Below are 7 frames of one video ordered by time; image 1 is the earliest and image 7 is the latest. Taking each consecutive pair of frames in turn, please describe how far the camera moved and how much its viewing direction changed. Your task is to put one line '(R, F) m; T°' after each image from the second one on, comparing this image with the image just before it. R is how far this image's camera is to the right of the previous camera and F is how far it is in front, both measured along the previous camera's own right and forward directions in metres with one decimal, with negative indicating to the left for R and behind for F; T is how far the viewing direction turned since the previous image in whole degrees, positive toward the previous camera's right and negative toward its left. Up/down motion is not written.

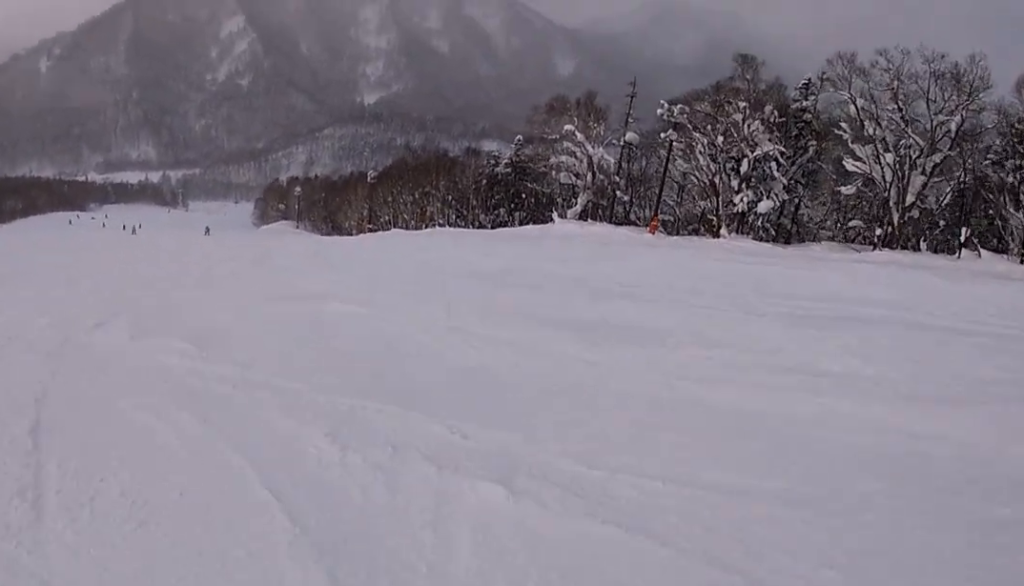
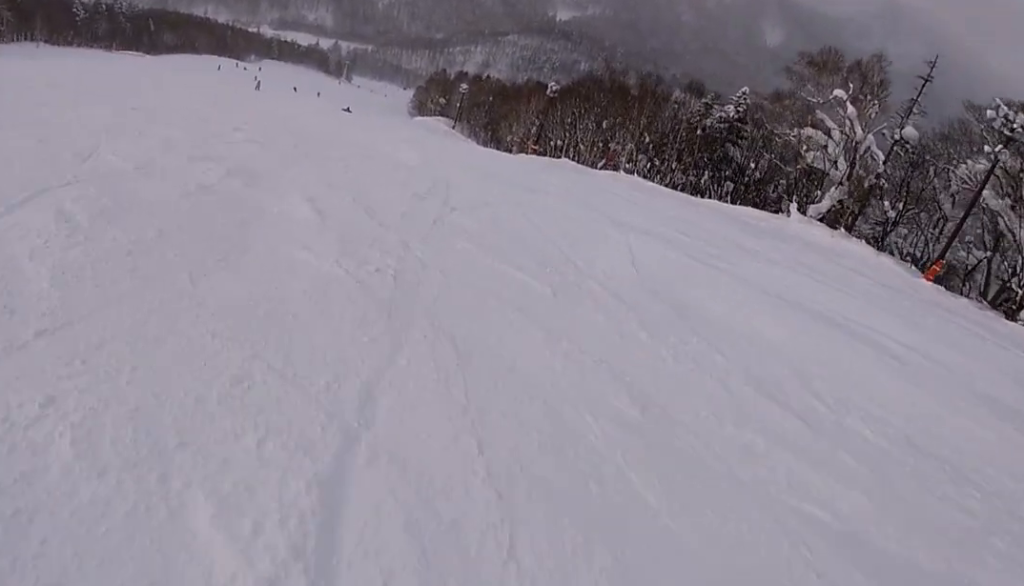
(-1.6, +14.1) m; -13°
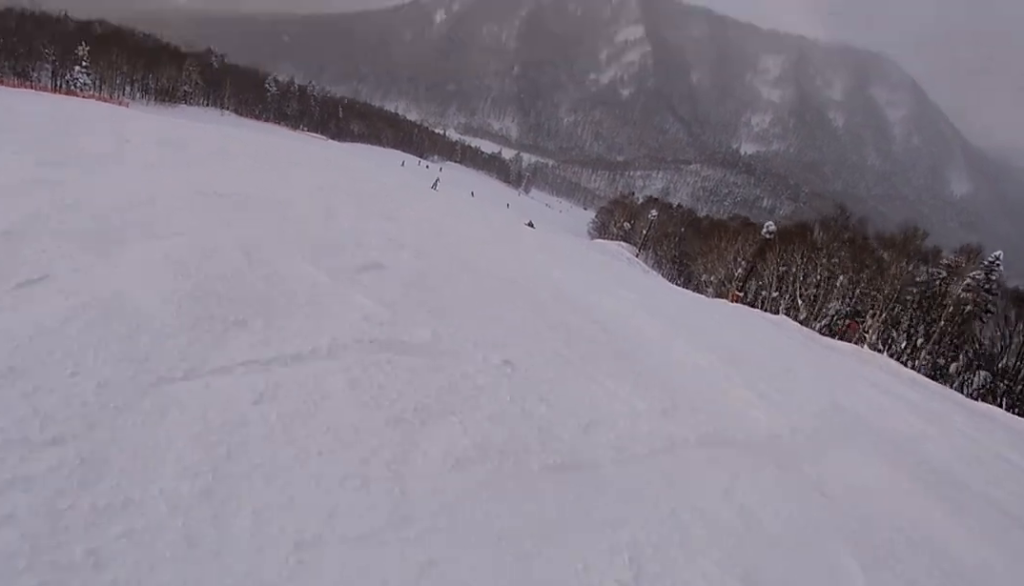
(-0.5, +10.1) m; -16°
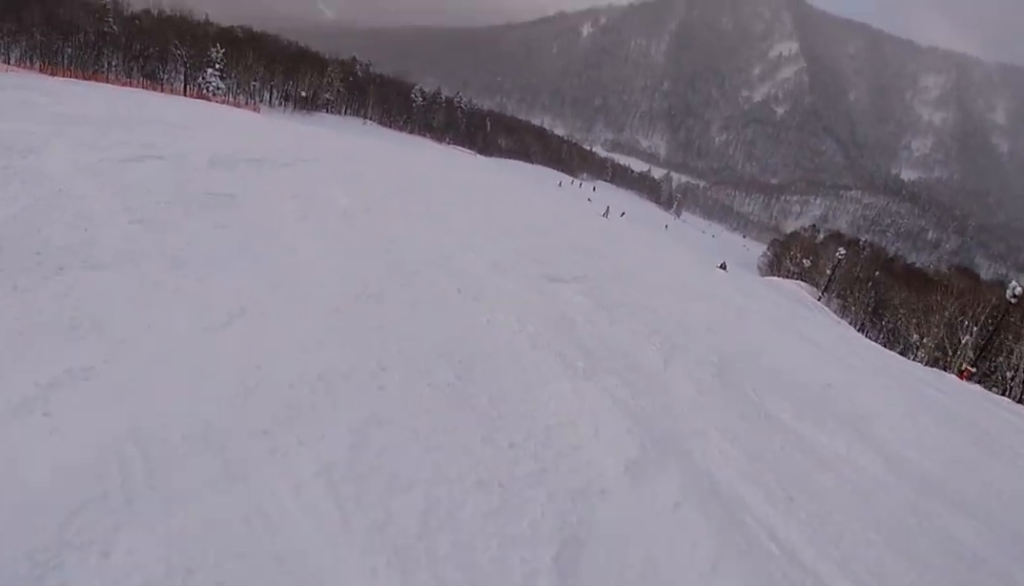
(-2.6, +11.1) m; -21°
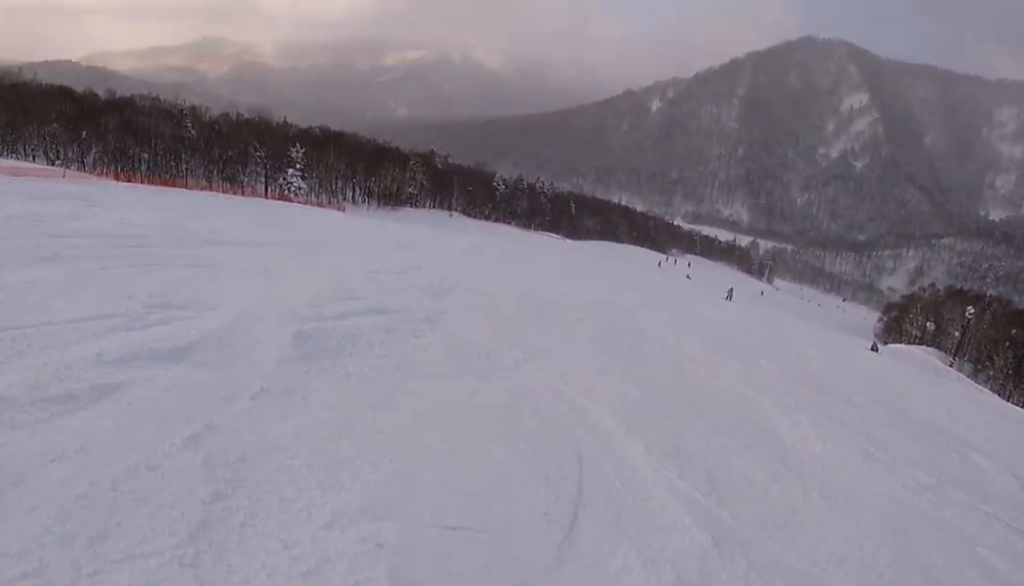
(-0.8, +7.0) m; -10°
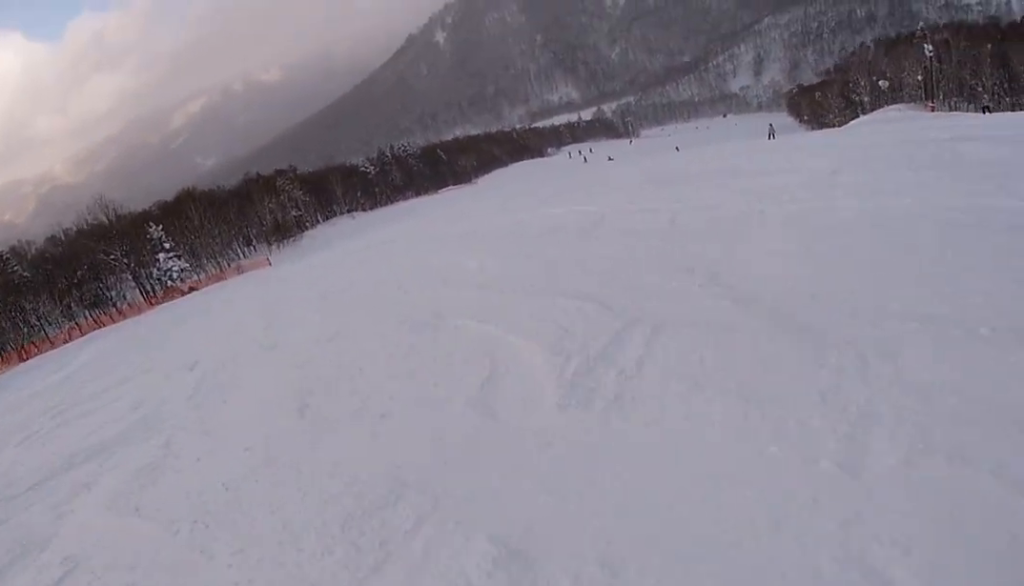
(-3.9, +21.5) m; -4°
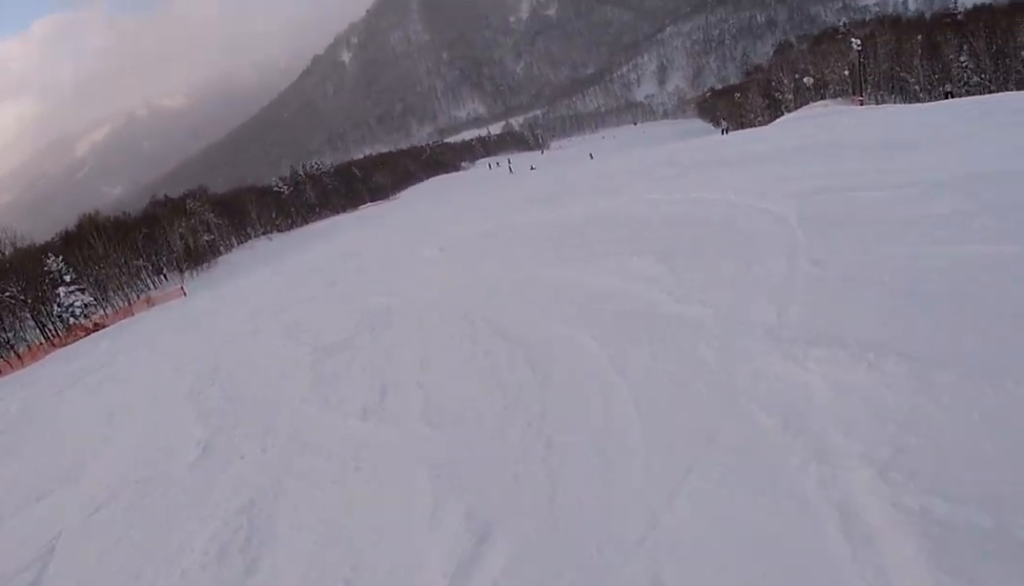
(-0.4, +6.2) m; +10°
